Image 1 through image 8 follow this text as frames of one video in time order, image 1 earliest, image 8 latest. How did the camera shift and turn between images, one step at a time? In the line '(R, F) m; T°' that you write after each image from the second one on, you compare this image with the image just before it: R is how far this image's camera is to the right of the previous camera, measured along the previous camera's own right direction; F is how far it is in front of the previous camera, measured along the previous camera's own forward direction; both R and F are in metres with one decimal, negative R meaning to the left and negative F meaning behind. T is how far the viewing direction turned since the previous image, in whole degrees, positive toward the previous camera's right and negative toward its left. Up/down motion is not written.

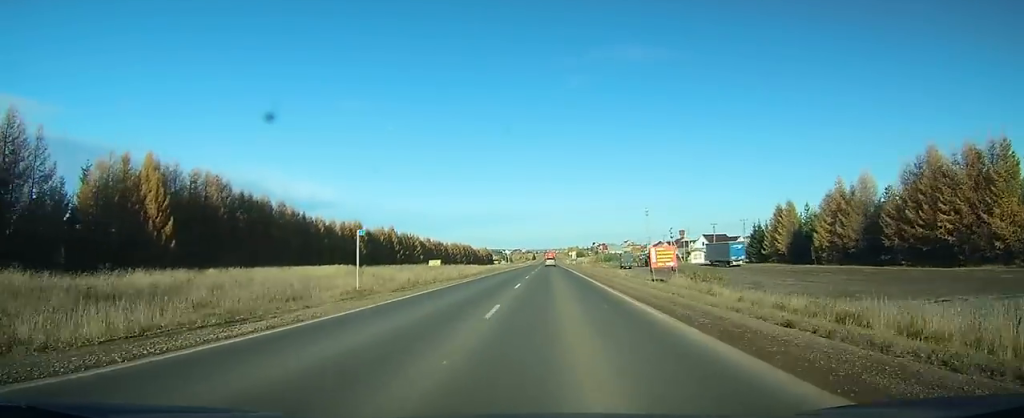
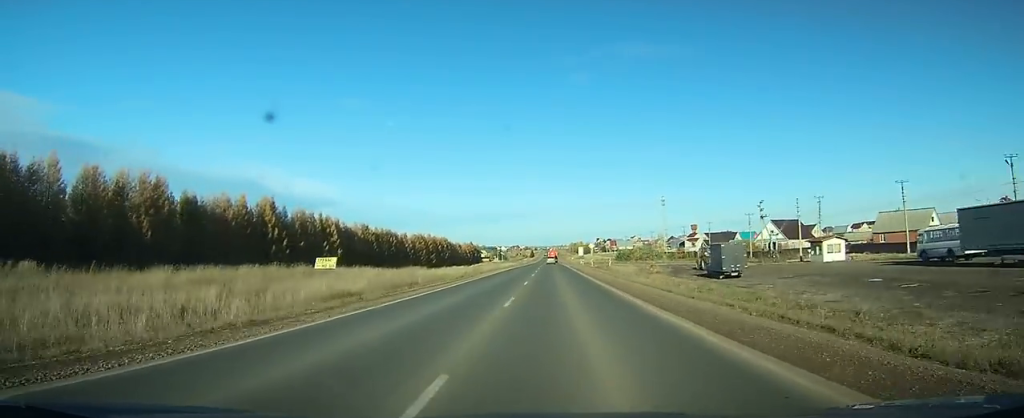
(0.0, +70.4) m; 0°
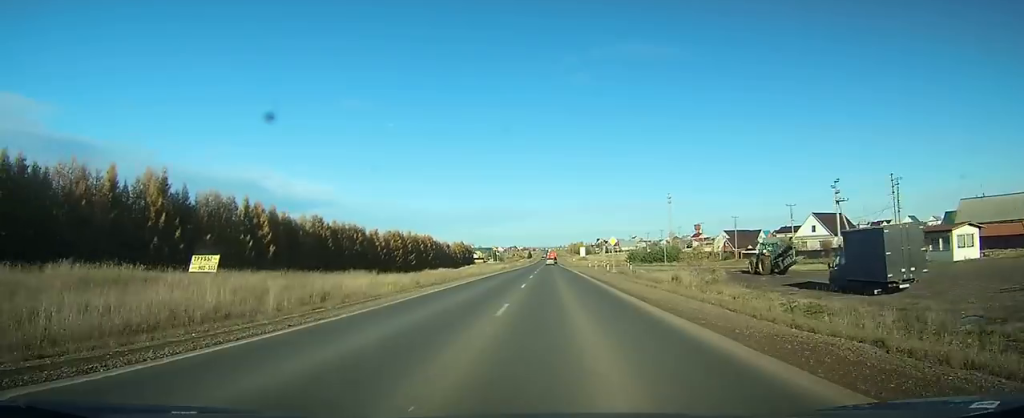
(-0.1, +27.6) m; 0°
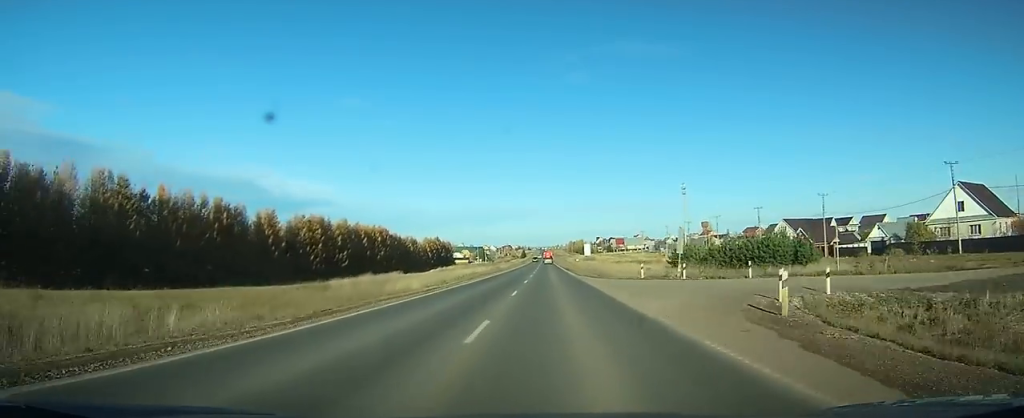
(+0.2, +55.9) m; 0°
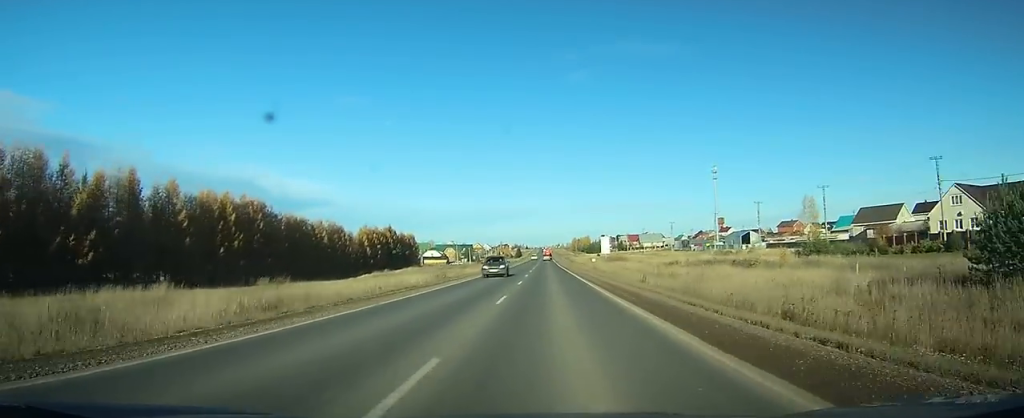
(+0.2, +68.3) m; 0°
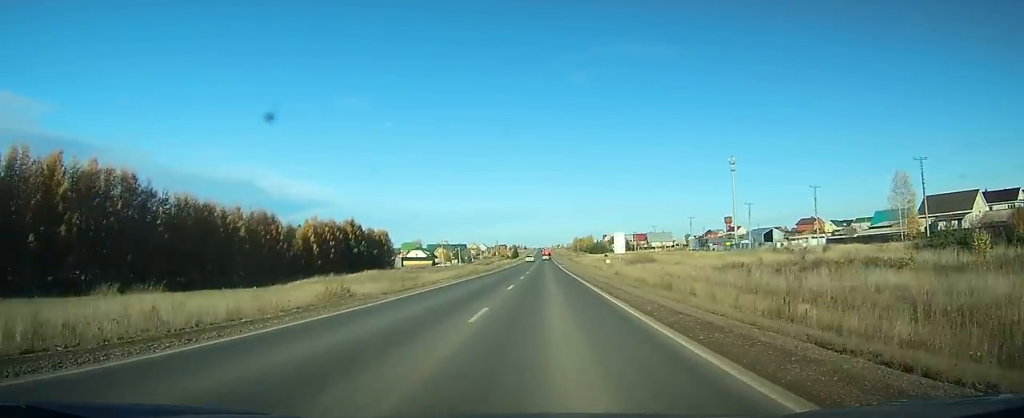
(0.0, +30.0) m; 0°
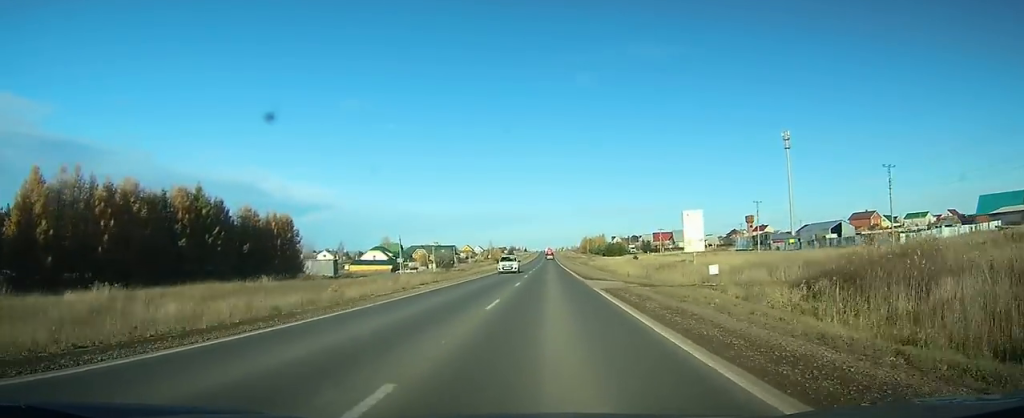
(0.0, +57.4) m; 0°
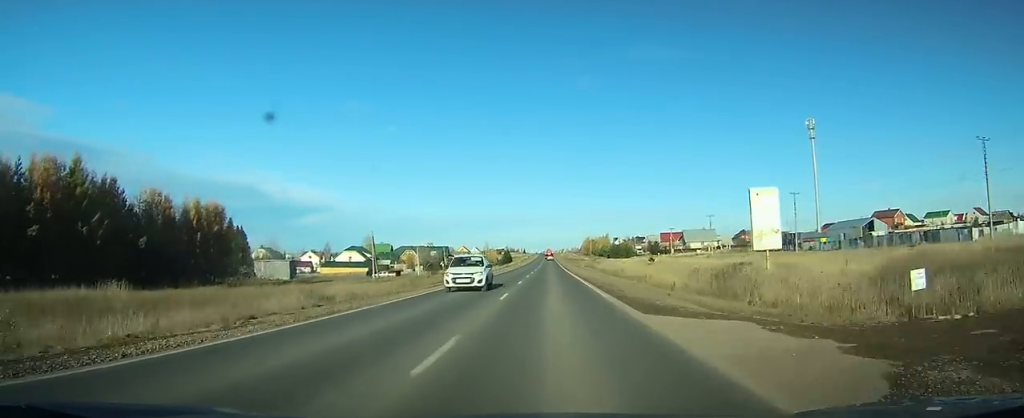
(0.0, +19.3) m; 0°
